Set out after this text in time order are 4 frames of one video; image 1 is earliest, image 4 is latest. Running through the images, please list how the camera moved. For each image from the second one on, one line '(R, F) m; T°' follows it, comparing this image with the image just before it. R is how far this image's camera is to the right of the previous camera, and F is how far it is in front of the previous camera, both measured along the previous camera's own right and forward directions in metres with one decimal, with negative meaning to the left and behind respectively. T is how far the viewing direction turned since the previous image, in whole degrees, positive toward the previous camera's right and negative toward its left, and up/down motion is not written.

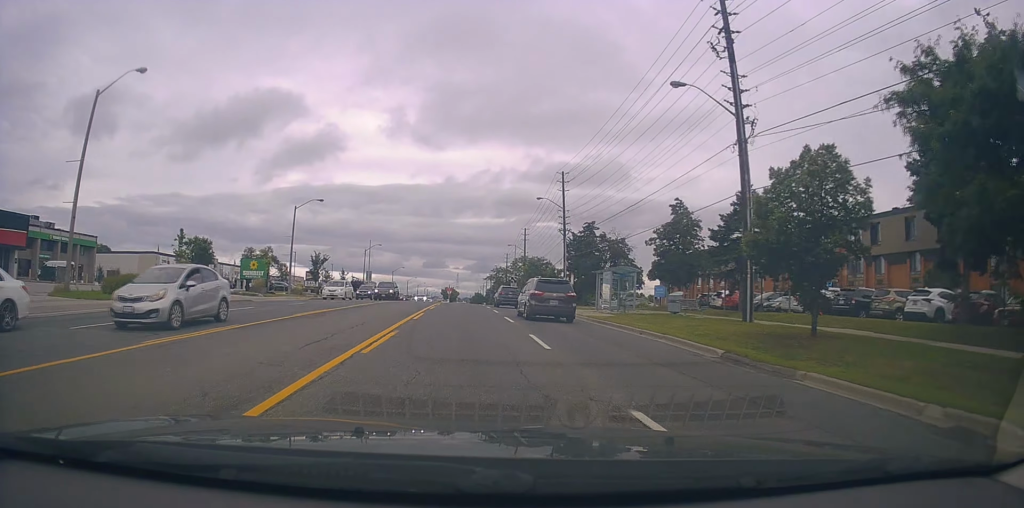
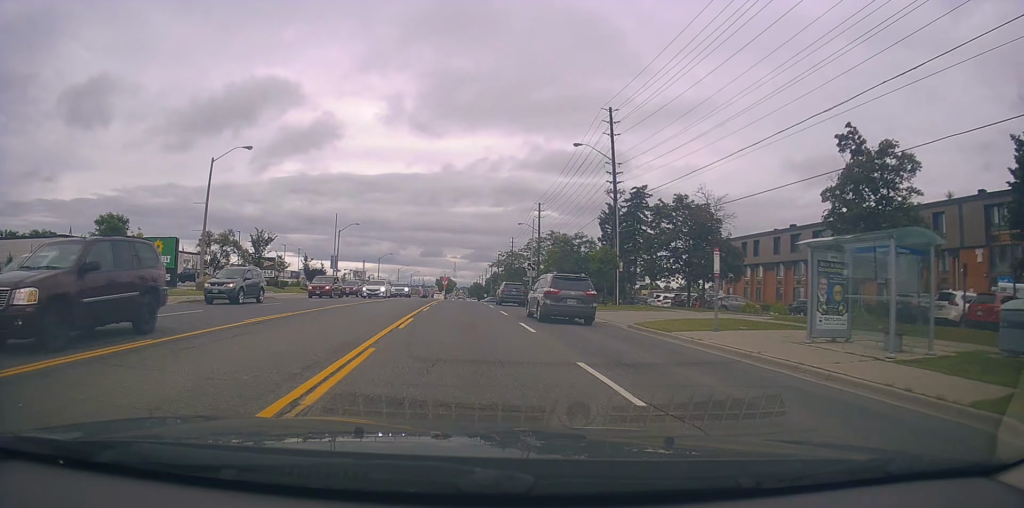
(+0.2, +23.0) m; 0°
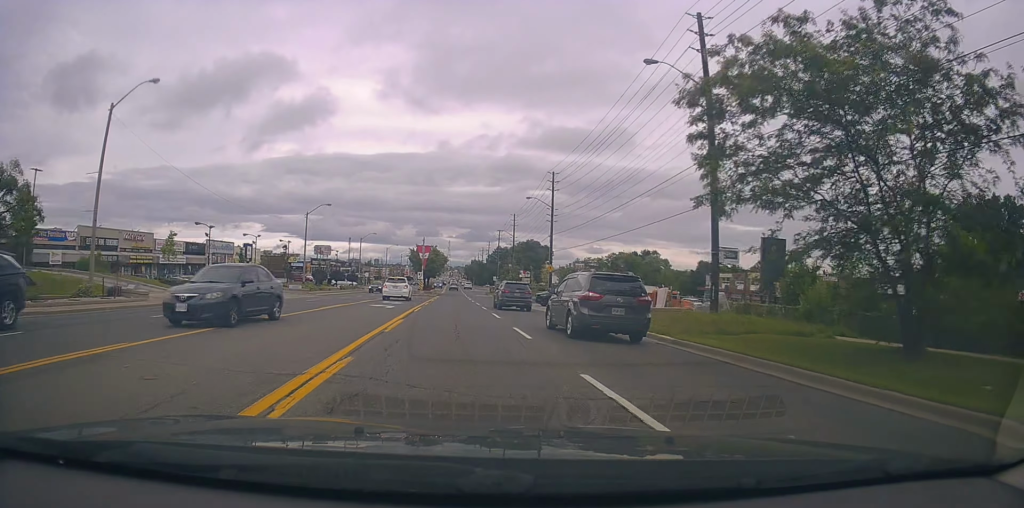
(+0.2, +63.7) m; -1°
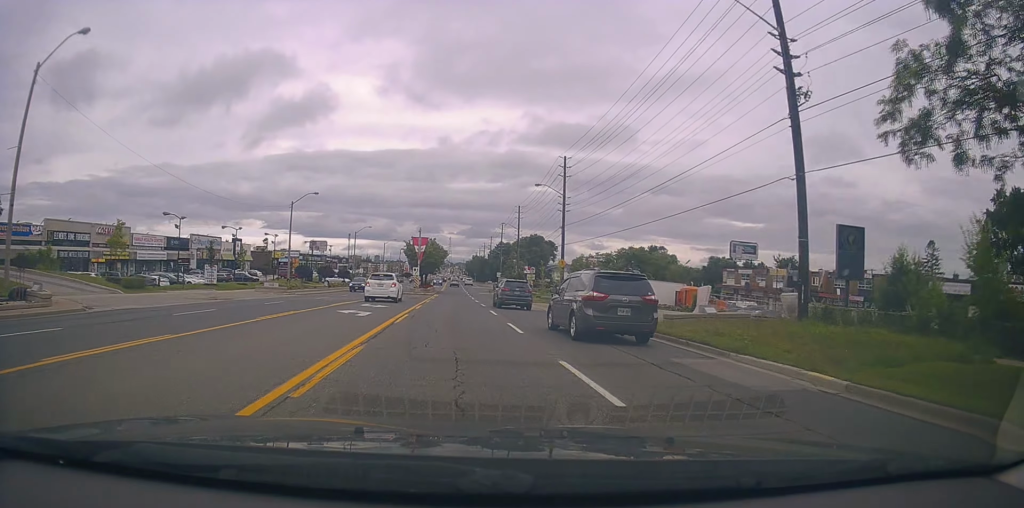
(0.0, +7.4) m; +1°
